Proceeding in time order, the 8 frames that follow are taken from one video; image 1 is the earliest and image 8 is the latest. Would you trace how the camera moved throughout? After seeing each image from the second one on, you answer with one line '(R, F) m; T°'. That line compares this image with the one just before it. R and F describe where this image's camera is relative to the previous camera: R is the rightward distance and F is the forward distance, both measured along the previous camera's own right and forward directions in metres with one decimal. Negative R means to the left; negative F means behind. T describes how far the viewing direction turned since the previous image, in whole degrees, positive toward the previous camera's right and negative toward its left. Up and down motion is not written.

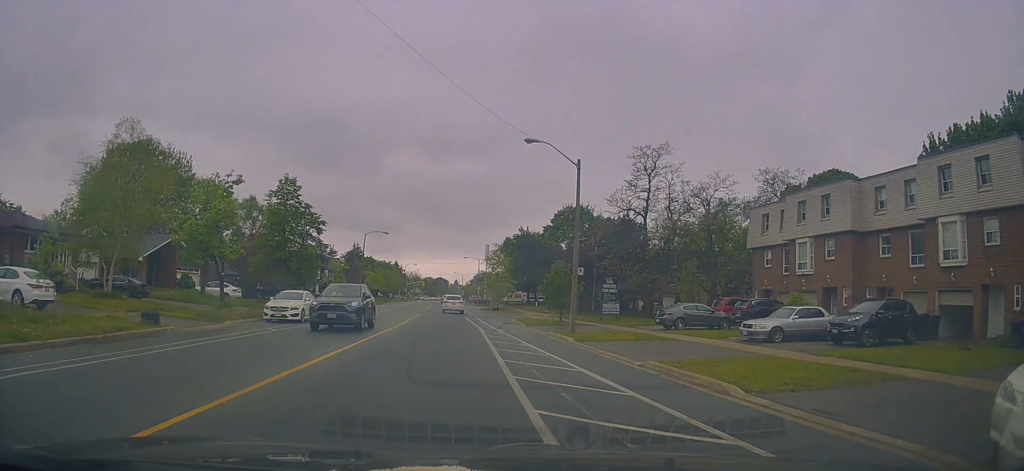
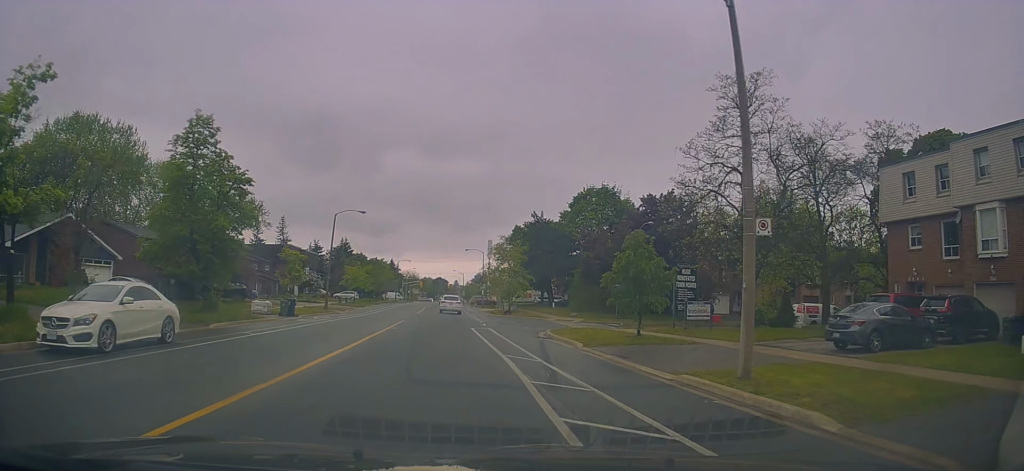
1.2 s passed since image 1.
(+0.3, +15.1) m; -2°
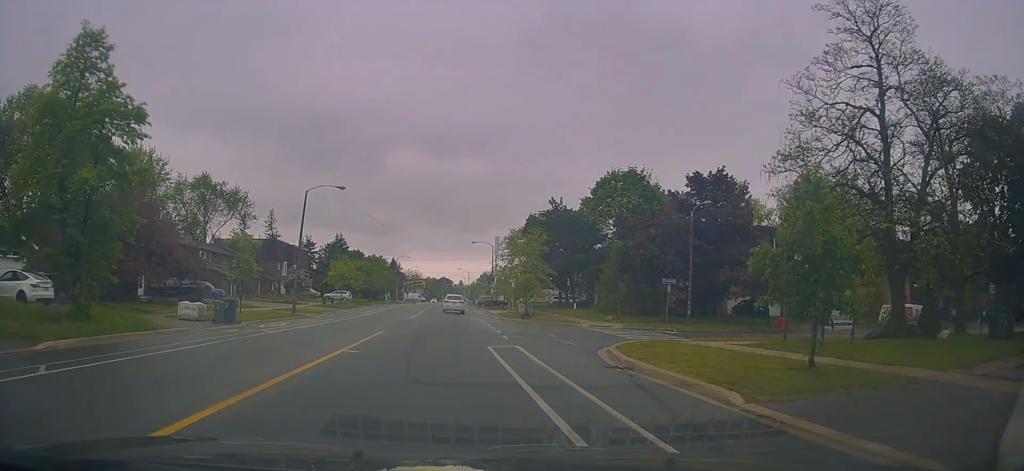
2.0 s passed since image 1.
(-0.4, +10.3) m; -2°
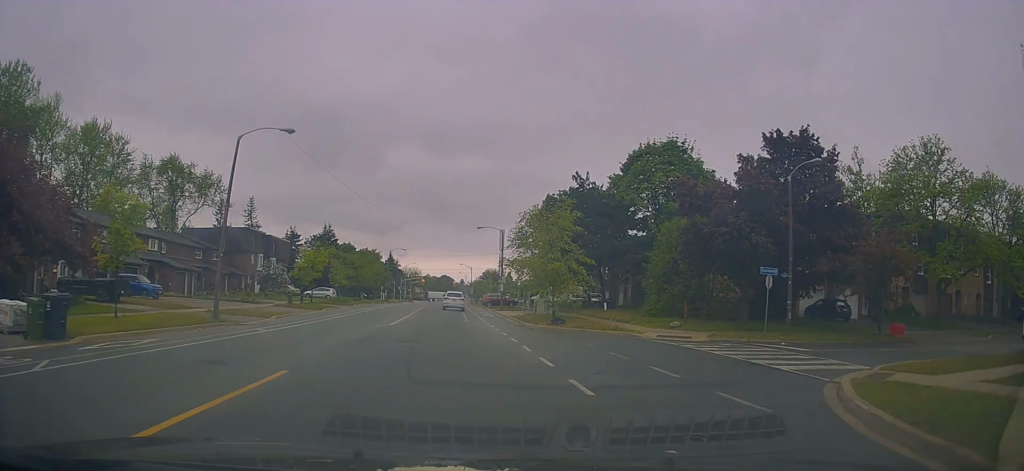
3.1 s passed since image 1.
(-0.1, +12.3) m; +2°
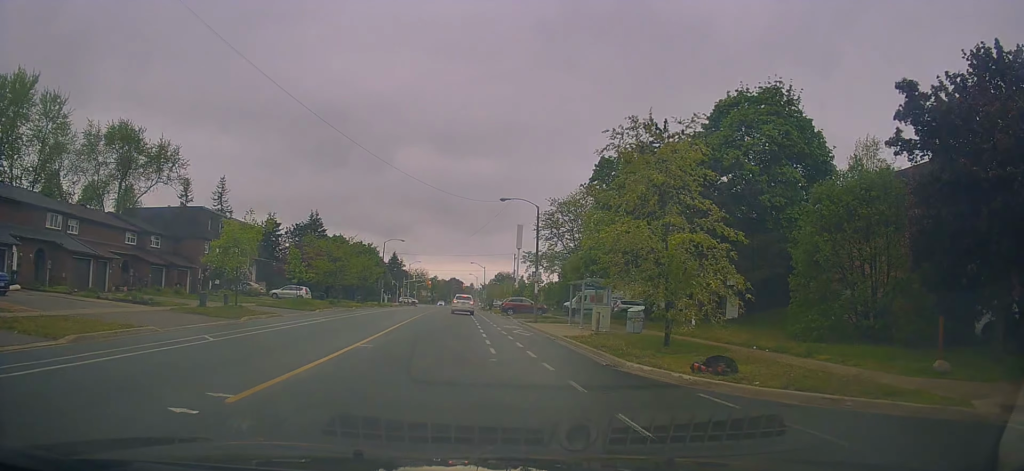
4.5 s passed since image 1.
(+0.7, +17.0) m; +2°
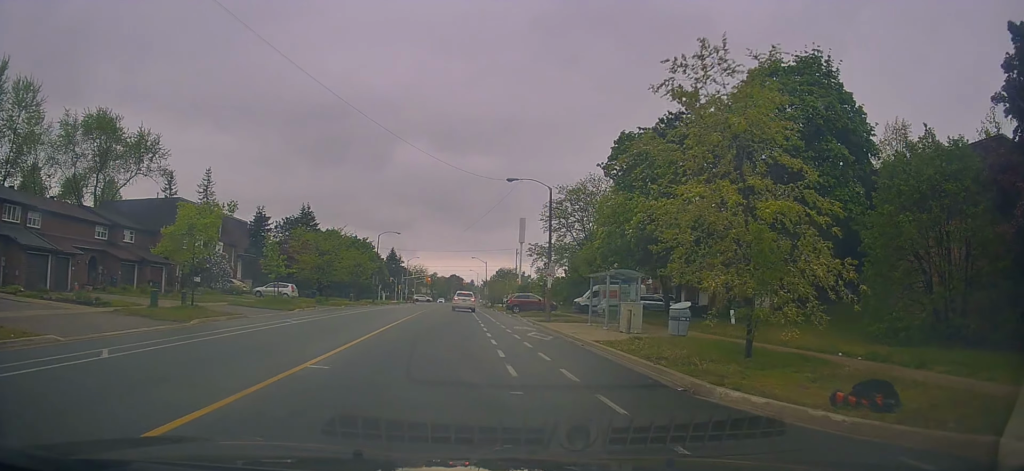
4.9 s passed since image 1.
(-0.2, +4.9) m; -1°
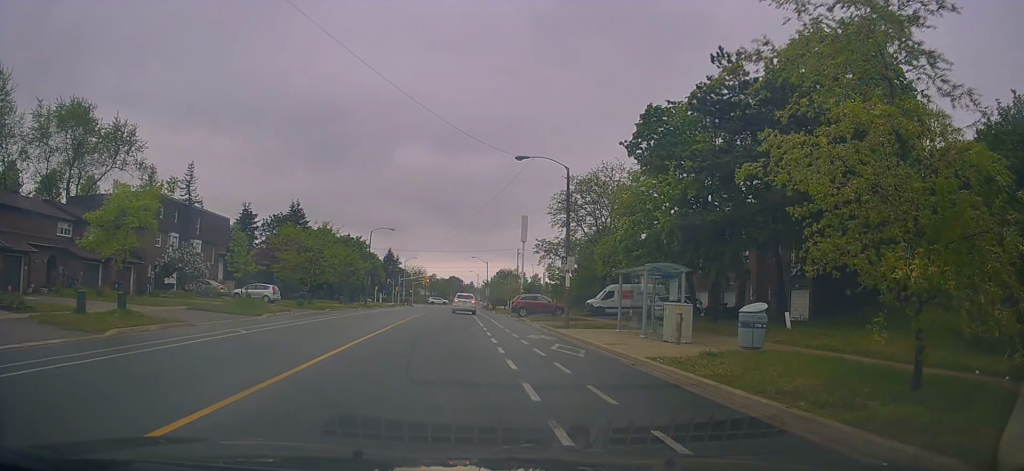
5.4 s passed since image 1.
(-0.1, +5.1) m; -1°
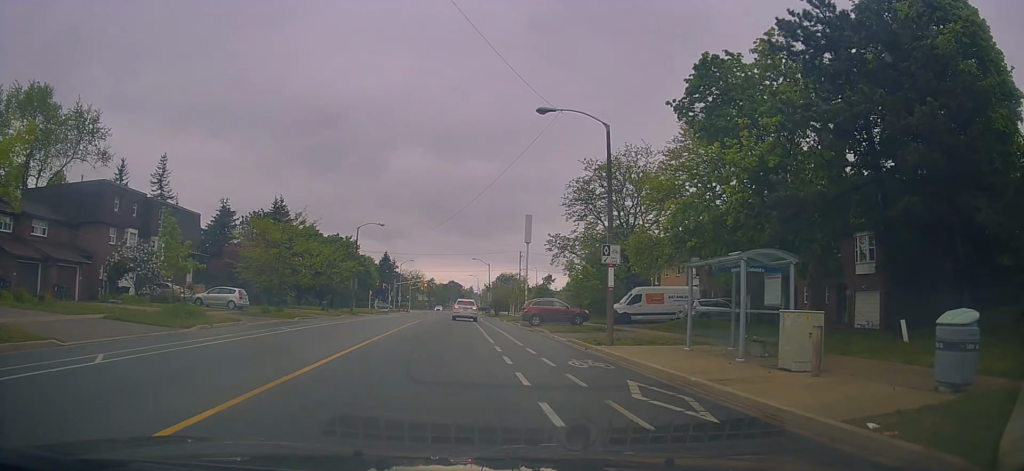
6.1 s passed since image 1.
(-0.1, +7.6) m; -1°
